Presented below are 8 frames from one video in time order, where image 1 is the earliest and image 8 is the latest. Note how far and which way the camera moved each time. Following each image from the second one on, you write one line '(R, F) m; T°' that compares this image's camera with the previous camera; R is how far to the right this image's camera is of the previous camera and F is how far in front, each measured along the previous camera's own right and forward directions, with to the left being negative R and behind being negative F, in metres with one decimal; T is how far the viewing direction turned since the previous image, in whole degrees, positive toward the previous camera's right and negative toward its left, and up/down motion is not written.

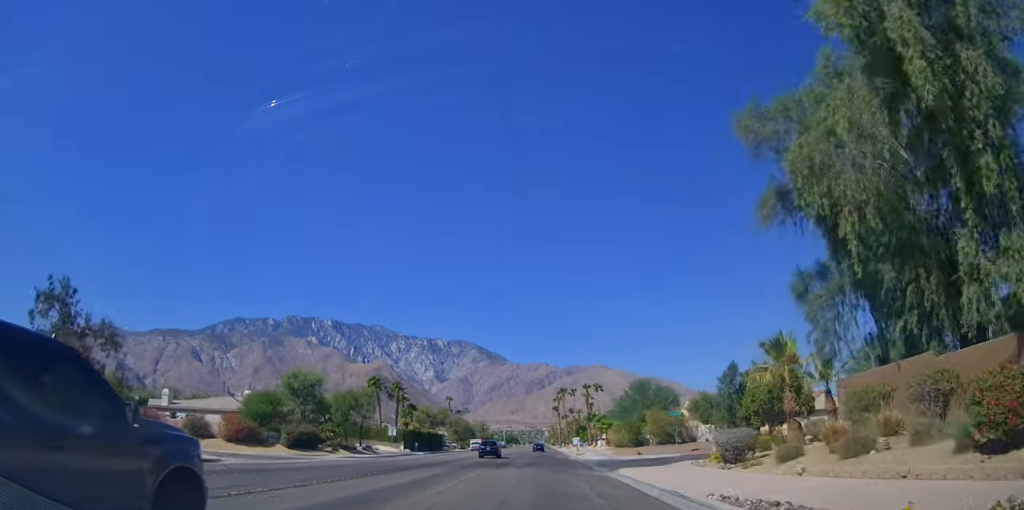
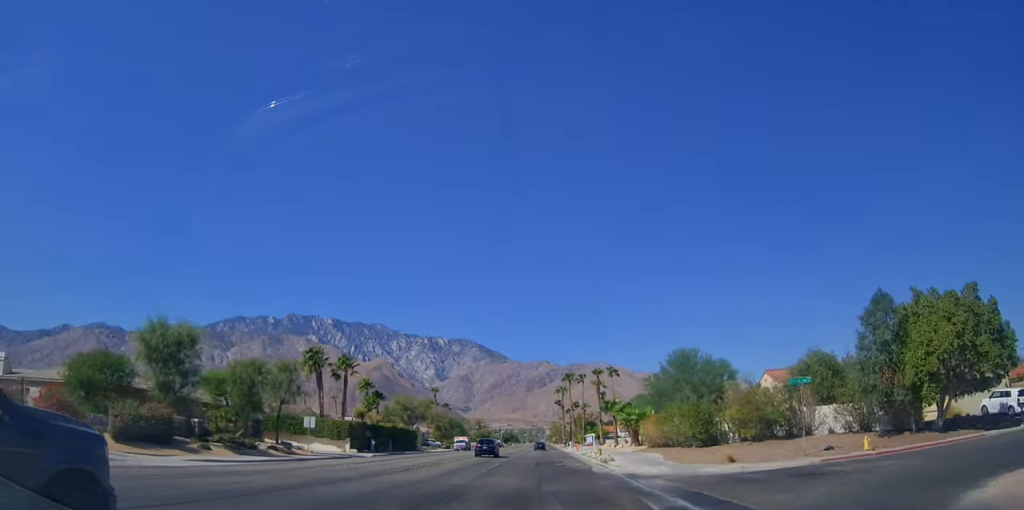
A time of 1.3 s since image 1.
(0.0, +24.3) m; 0°
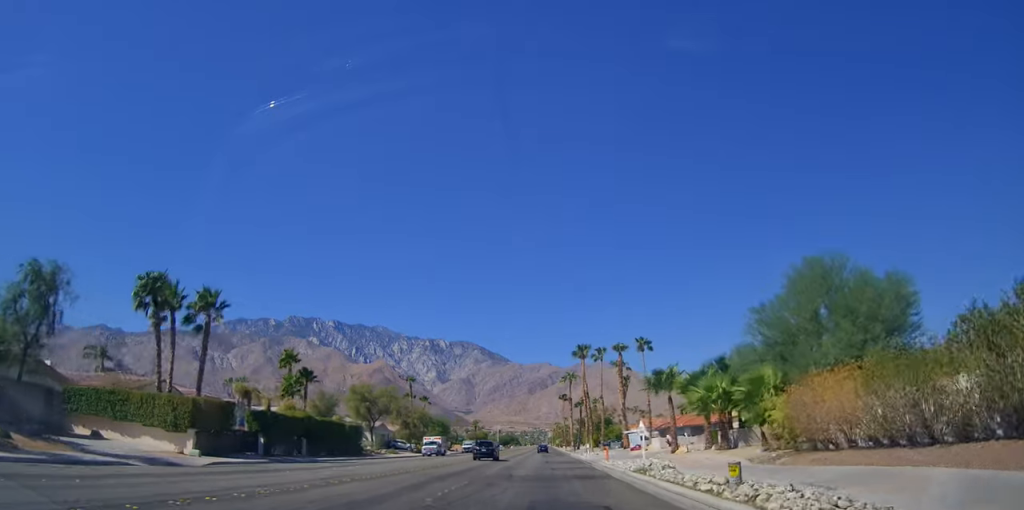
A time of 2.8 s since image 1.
(0.0, +28.7) m; 0°
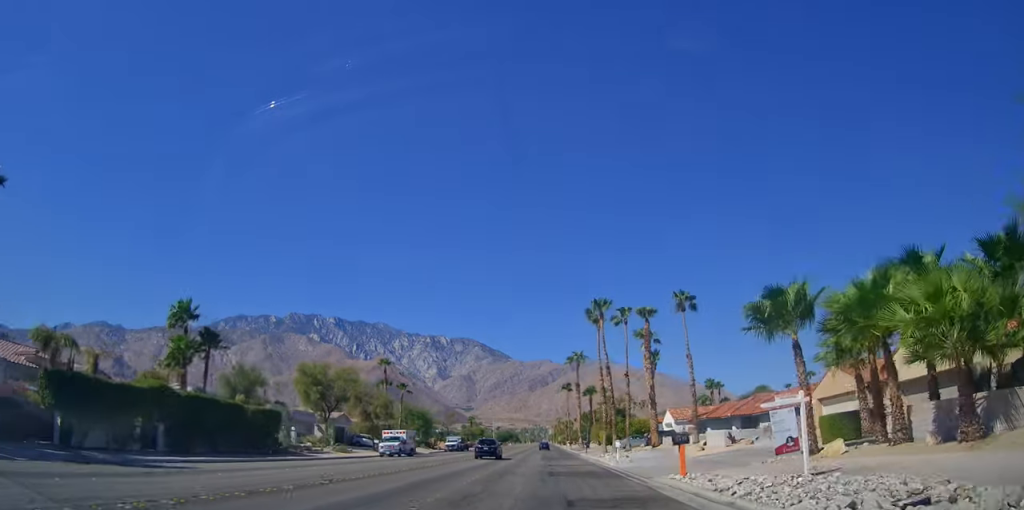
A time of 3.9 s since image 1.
(0.0, +20.0) m; -2°
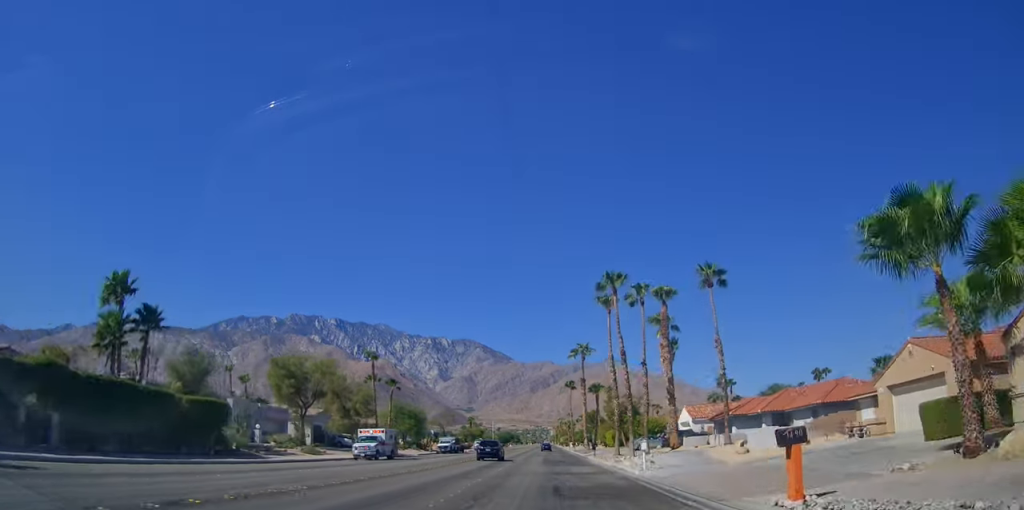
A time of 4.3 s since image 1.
(-0.2, +8.0) m; 0°
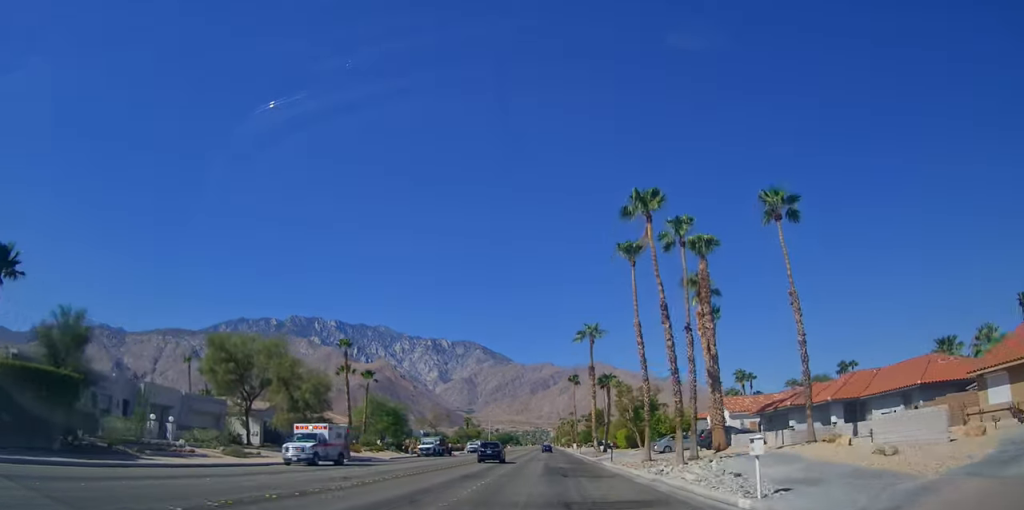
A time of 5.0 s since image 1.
(-0.4, +12.9) m; 0°
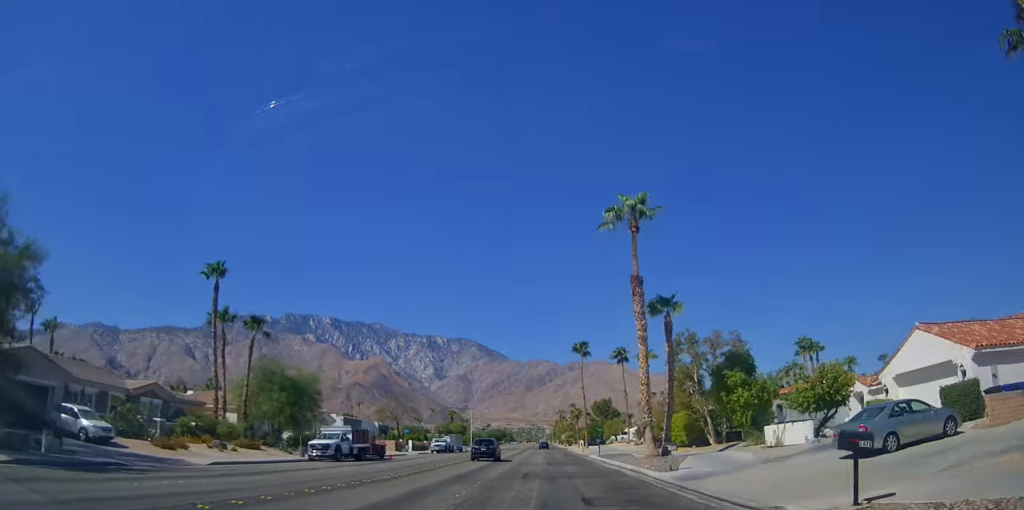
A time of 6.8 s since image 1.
(+0.9, +31.9) m; +2°
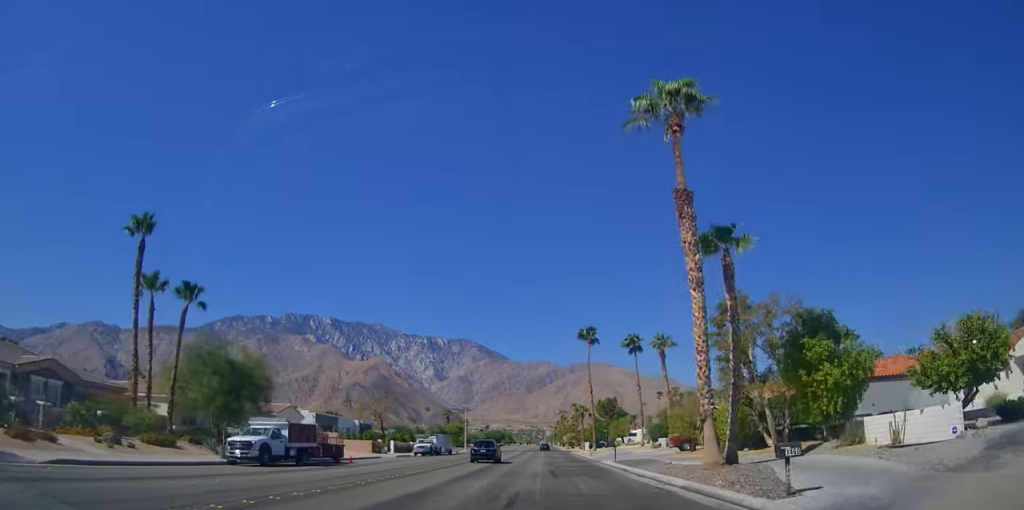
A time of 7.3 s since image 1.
(0.0, +10.4) m; 0°
